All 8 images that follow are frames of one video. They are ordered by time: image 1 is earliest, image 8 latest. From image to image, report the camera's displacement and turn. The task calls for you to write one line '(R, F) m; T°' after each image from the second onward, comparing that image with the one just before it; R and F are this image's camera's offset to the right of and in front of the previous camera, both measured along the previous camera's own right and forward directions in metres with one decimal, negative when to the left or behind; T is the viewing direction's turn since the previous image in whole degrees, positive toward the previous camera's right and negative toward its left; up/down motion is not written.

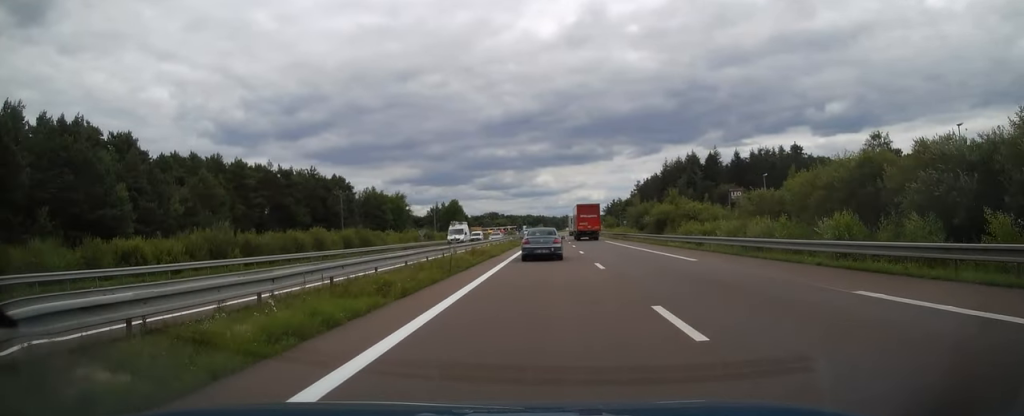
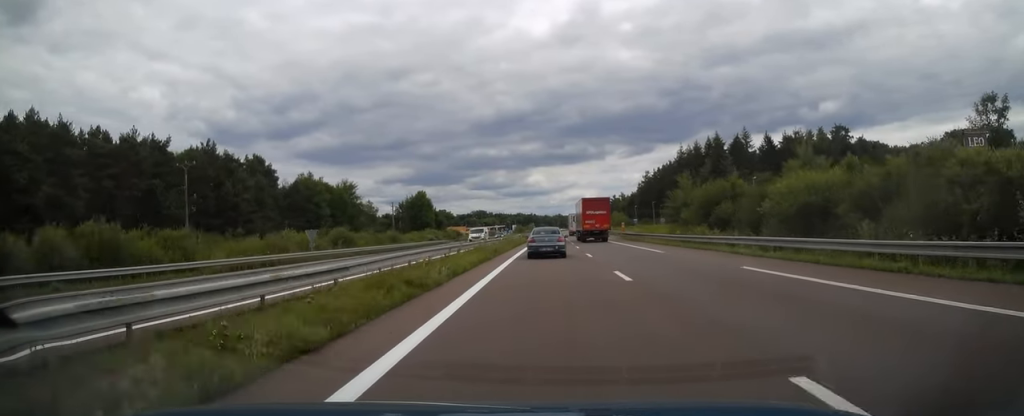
(+0.4, +44.1) m; +1°
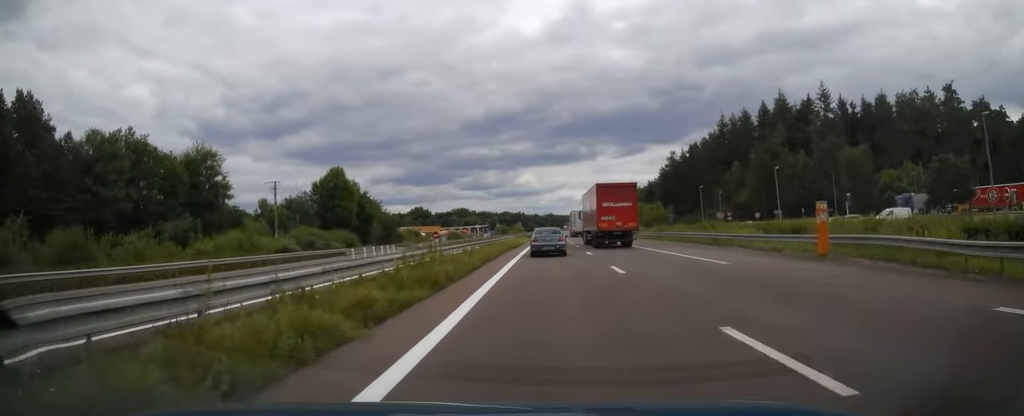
(+0.6, +62.2) m; +1°
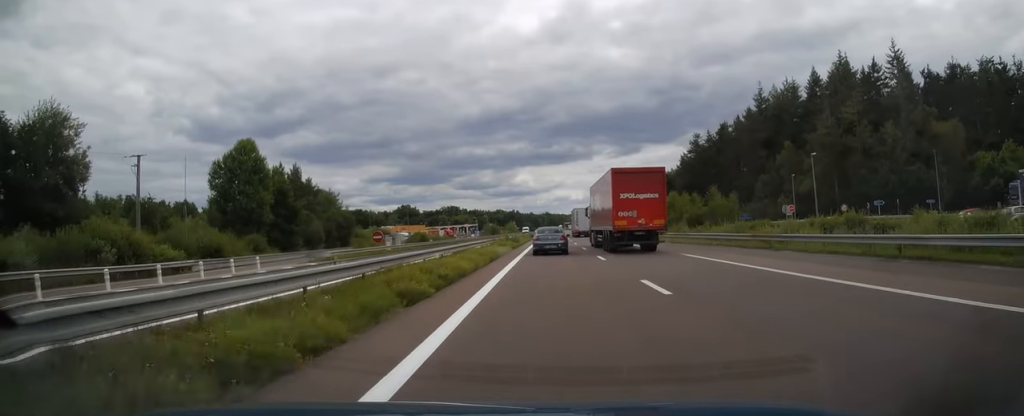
(+0.1, +32.0) m; 0°
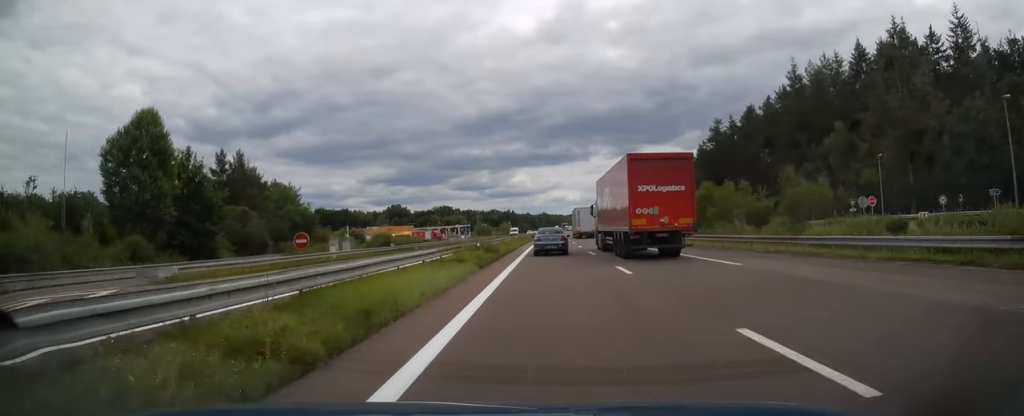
(0.0, +20.3) m; 0°
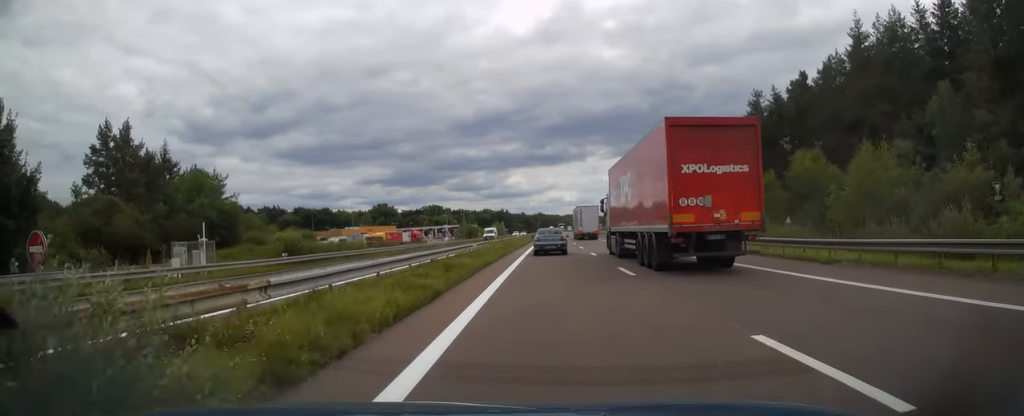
(0.0, +26.5) m; 0°
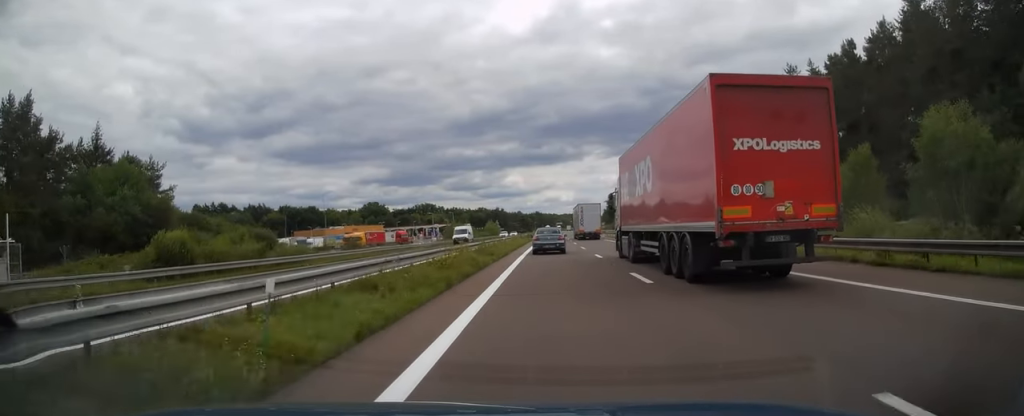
(0.0, +15.8) m; 0°
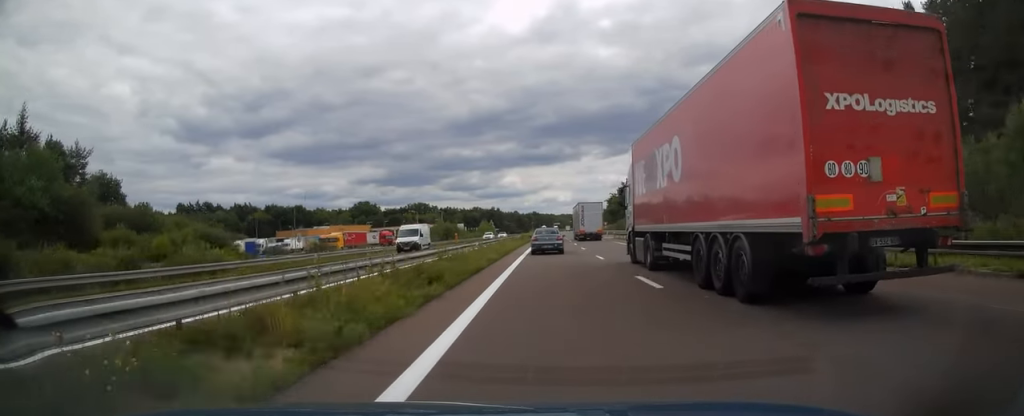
(-0.1, +14.1) m; 0°
